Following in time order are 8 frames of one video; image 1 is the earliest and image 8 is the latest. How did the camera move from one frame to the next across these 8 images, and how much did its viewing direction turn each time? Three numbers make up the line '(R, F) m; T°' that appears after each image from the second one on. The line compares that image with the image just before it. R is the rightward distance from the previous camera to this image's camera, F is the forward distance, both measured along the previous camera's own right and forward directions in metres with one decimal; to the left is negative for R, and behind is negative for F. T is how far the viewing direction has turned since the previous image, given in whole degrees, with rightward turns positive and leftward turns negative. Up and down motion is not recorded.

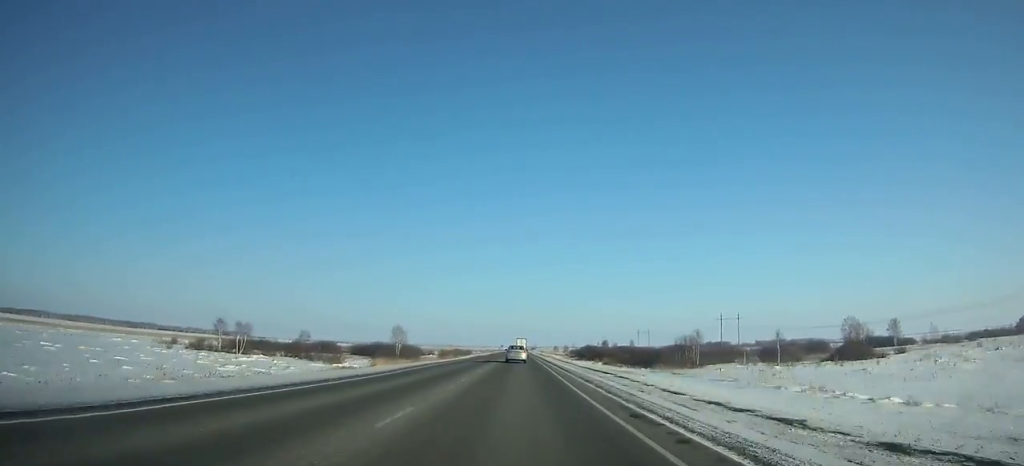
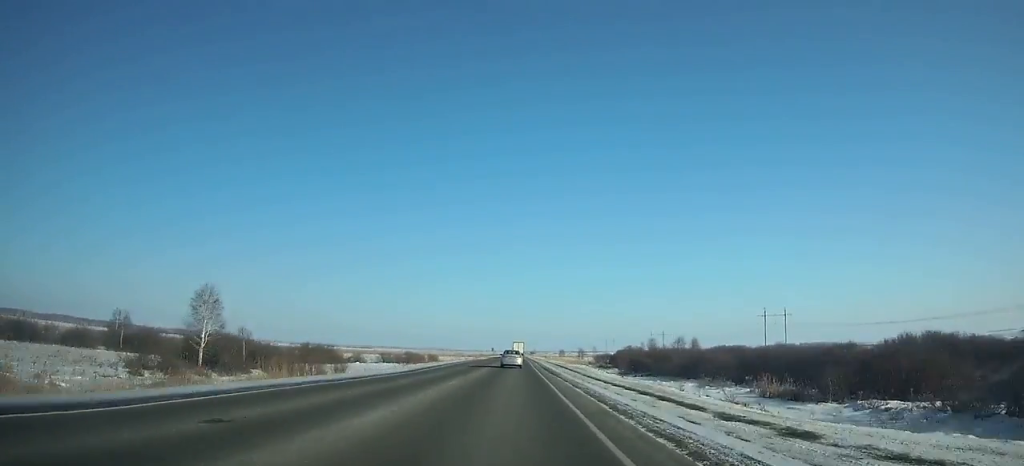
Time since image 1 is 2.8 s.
(+0.3, +82.1) m; 0°
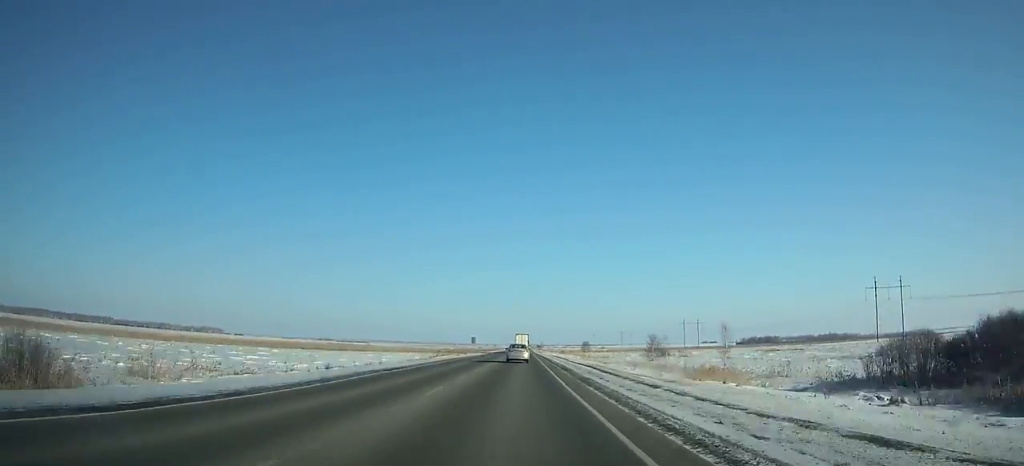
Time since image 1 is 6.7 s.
(-0.4, +112.1) m; 0°
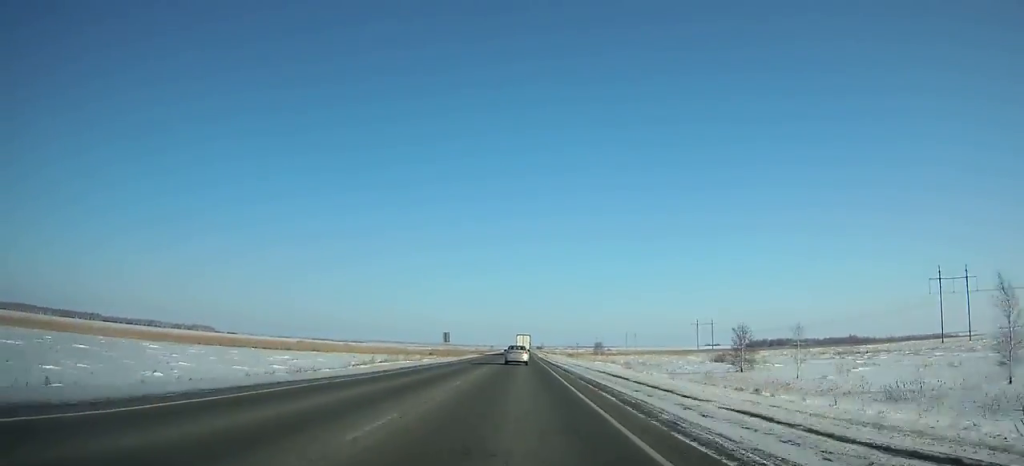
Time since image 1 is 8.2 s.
(0.0, +42.3) m; 0°
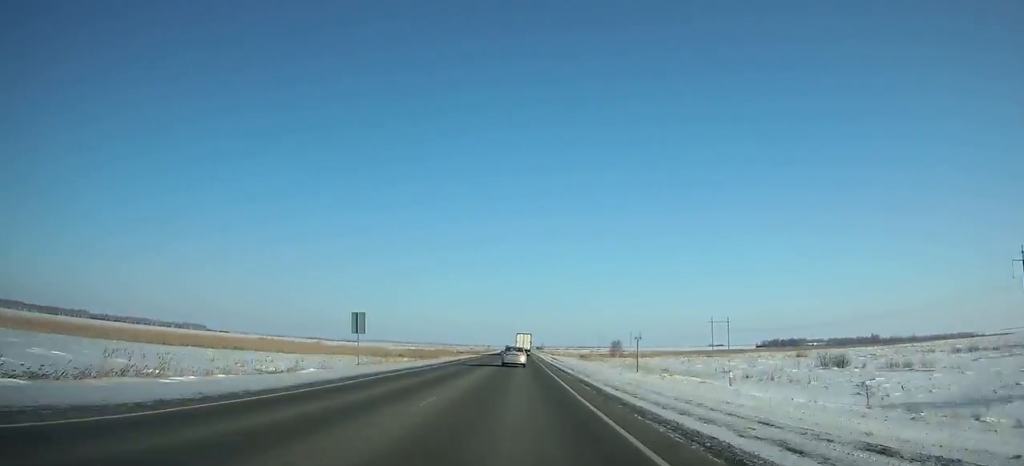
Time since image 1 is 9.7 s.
(+0.1, +41.3) m; 0°
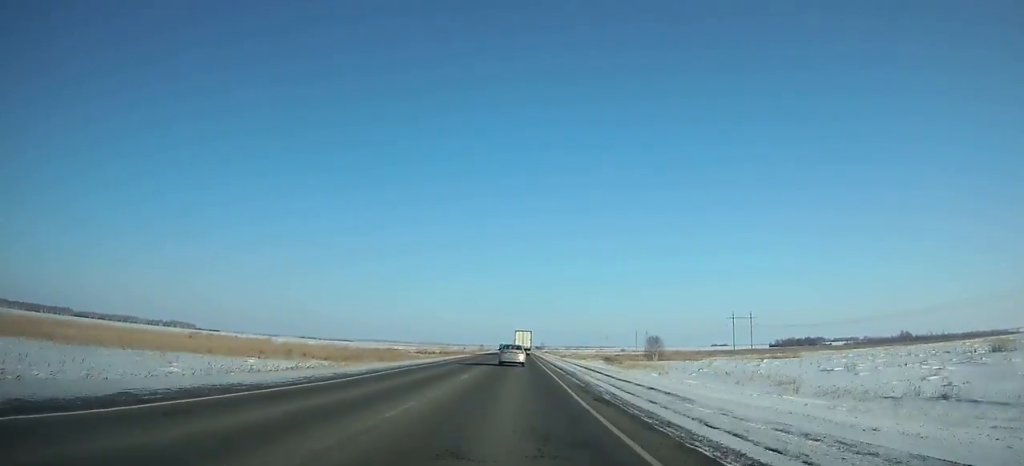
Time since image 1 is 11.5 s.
(+0.2, +48.9) m; 0°
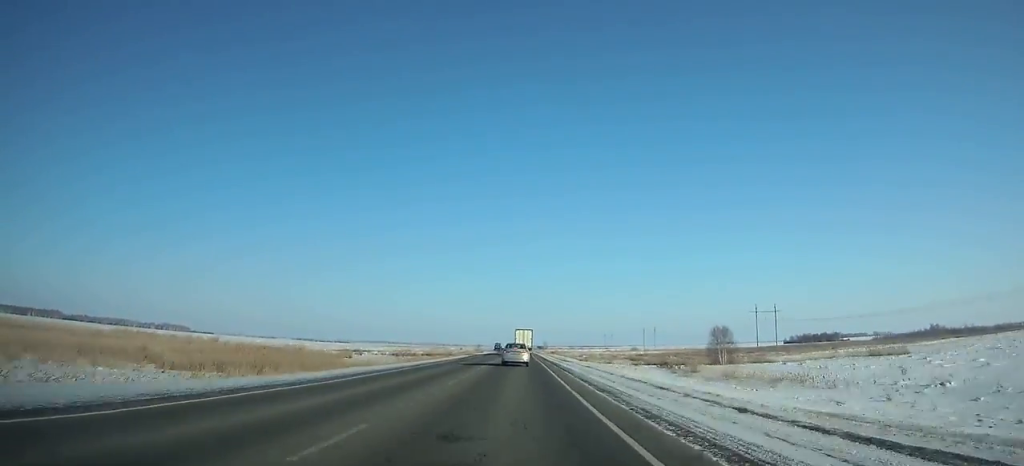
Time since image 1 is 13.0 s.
(-0.1, +39.2) m; 0°
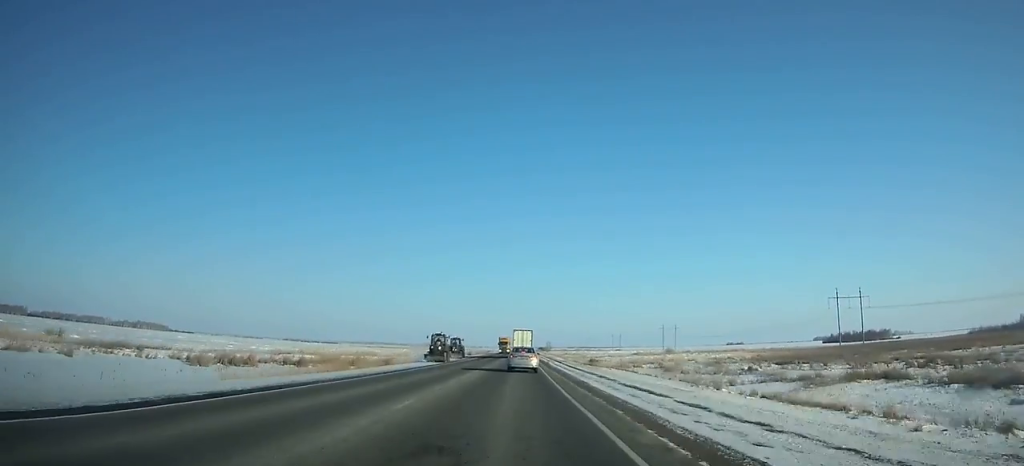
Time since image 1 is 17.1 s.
(0.0, +104.2) m; 0°
